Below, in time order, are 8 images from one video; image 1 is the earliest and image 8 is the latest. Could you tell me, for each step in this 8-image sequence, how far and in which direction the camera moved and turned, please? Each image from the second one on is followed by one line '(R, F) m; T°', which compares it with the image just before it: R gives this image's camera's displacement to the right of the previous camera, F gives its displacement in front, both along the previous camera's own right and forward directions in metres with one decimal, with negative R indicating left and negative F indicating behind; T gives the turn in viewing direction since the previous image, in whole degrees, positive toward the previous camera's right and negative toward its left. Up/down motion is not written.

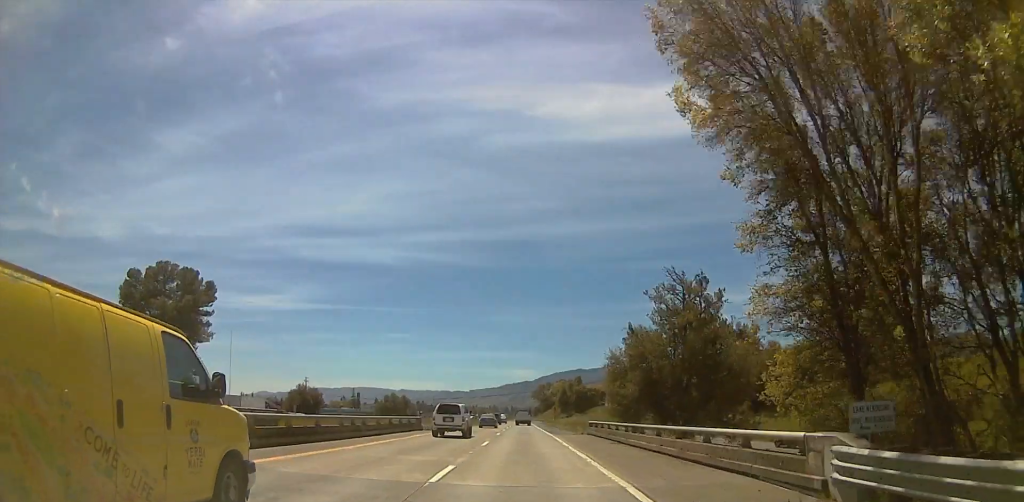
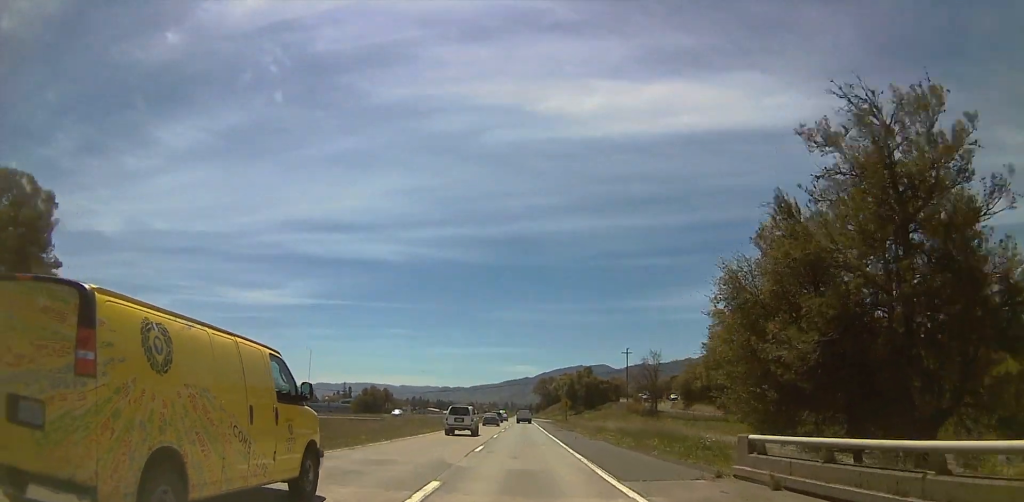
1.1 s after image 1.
(0.0, +29.0) m; 0°
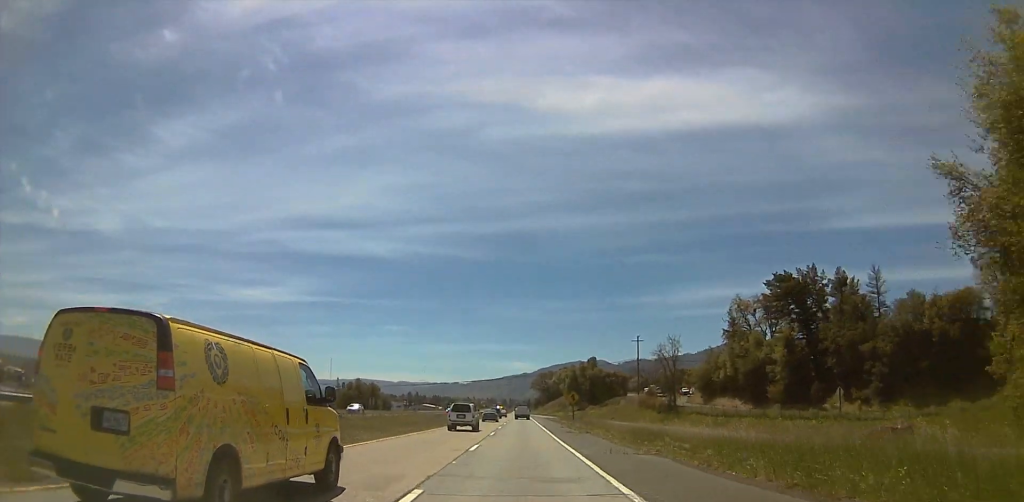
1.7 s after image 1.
(0.0, +15.2) m; 0°
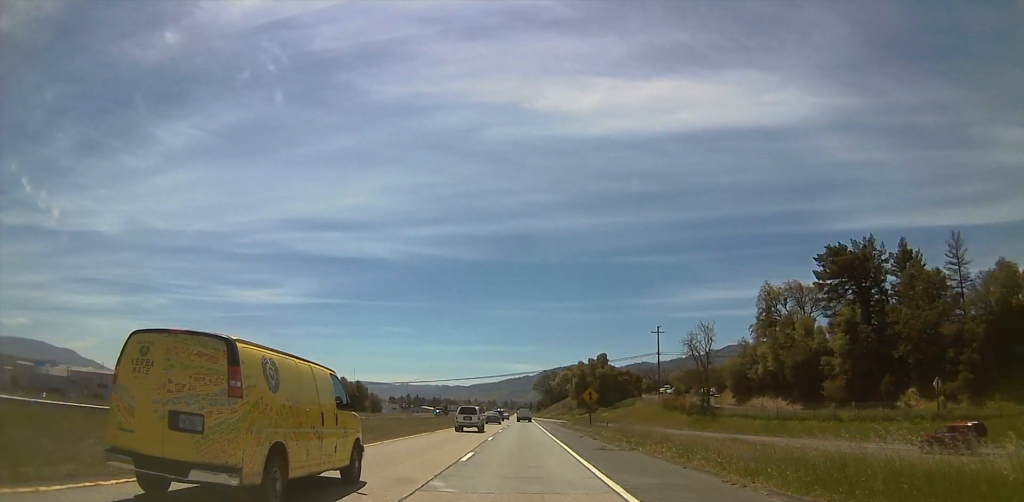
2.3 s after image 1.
(0.0, +17.9) m; -1°
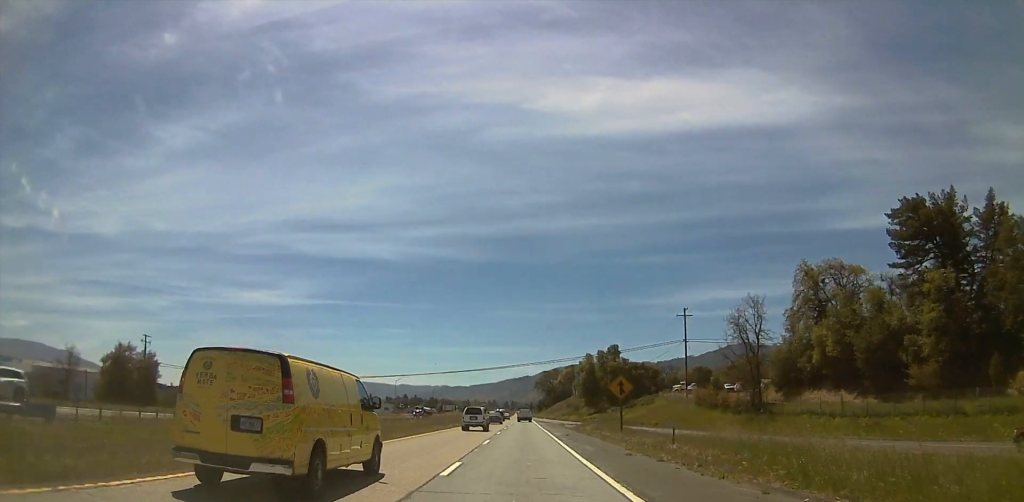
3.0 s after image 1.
(-0.1, +21.2) m; +1°
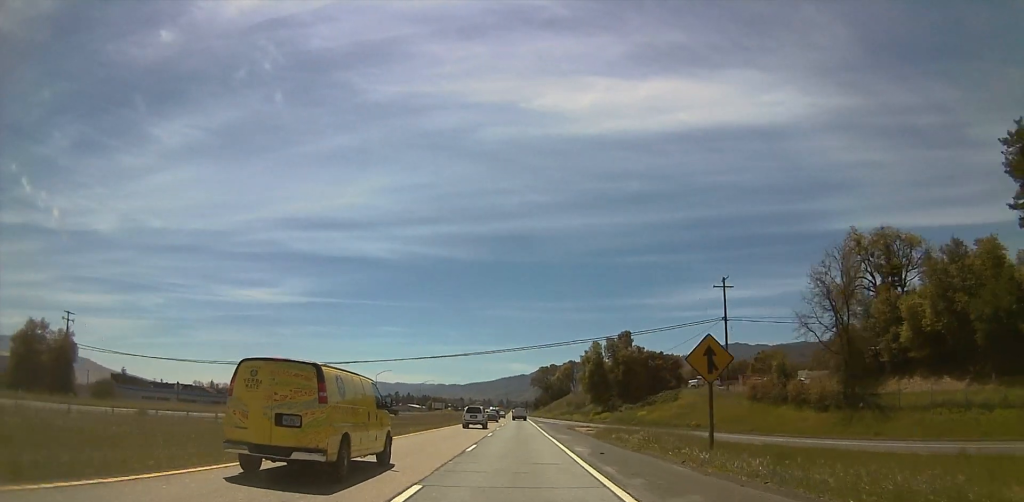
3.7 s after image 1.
(+0.1, +24.9) m; +1°
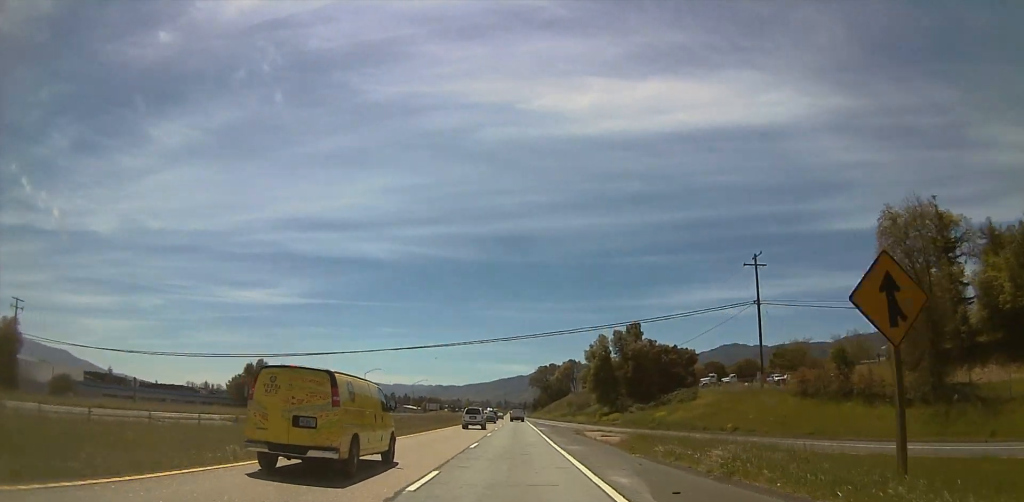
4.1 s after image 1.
(+0.4, +14.5) m; 0°
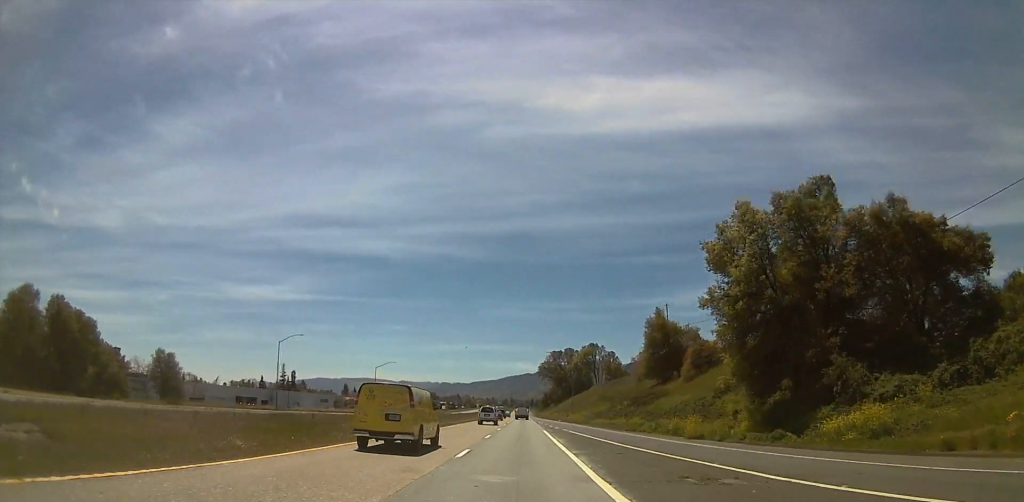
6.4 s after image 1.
(-1.3, +73.1) m; -1°
